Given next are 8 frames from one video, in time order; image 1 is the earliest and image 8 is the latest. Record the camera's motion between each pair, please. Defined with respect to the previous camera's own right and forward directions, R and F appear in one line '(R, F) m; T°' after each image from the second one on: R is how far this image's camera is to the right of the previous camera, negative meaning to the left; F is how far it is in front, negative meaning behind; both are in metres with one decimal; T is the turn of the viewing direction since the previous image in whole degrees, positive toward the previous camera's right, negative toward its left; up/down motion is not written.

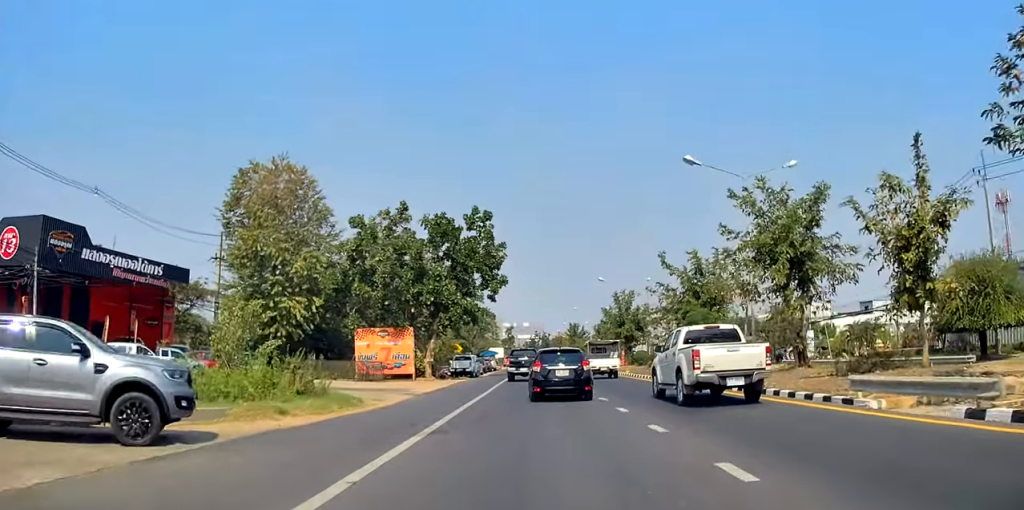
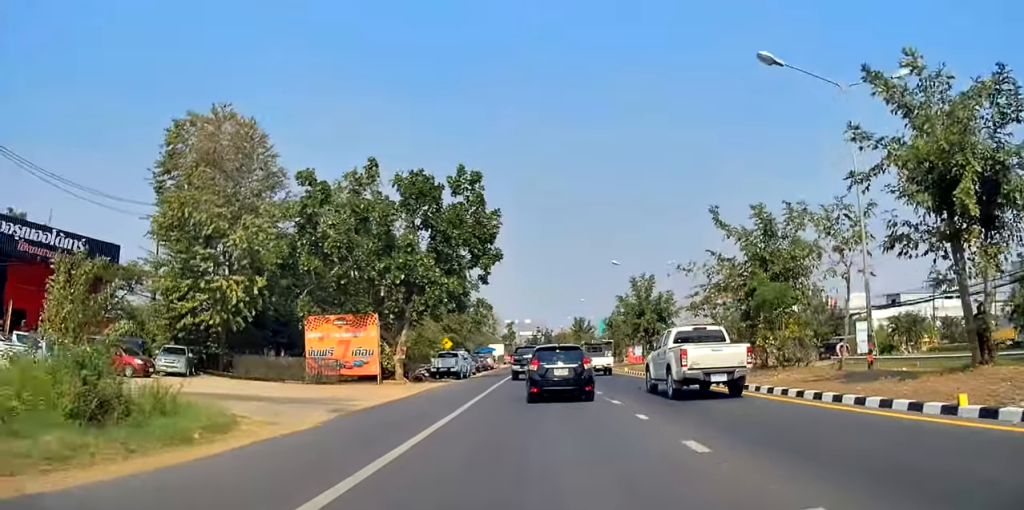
(-0.6, +10.2) m; +1°
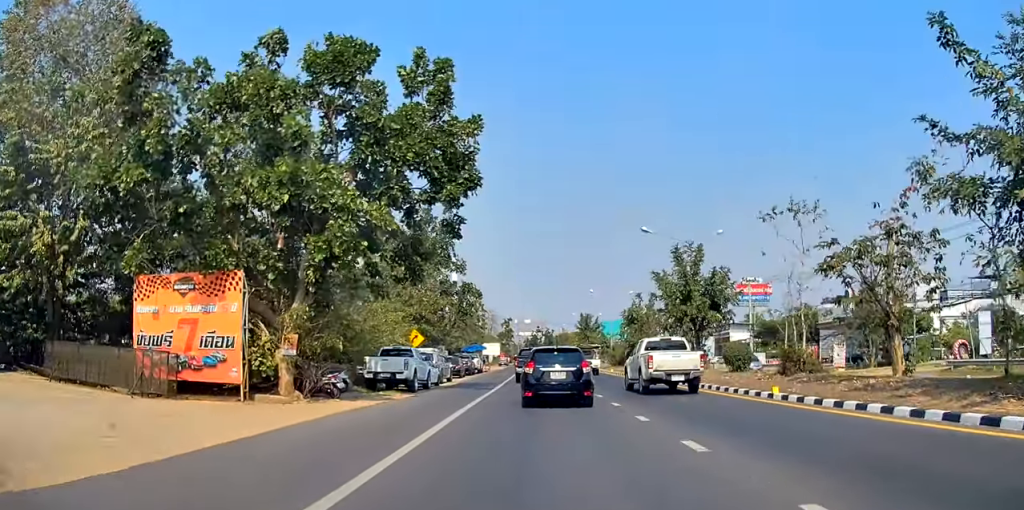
(+0.9, +16.5) m; +1°
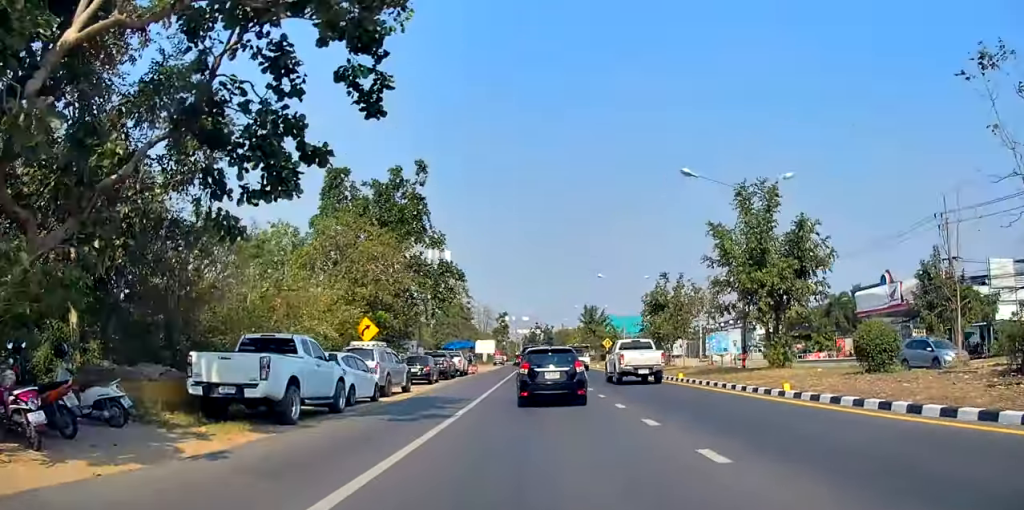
(-0.7, +13.8) m; -2°
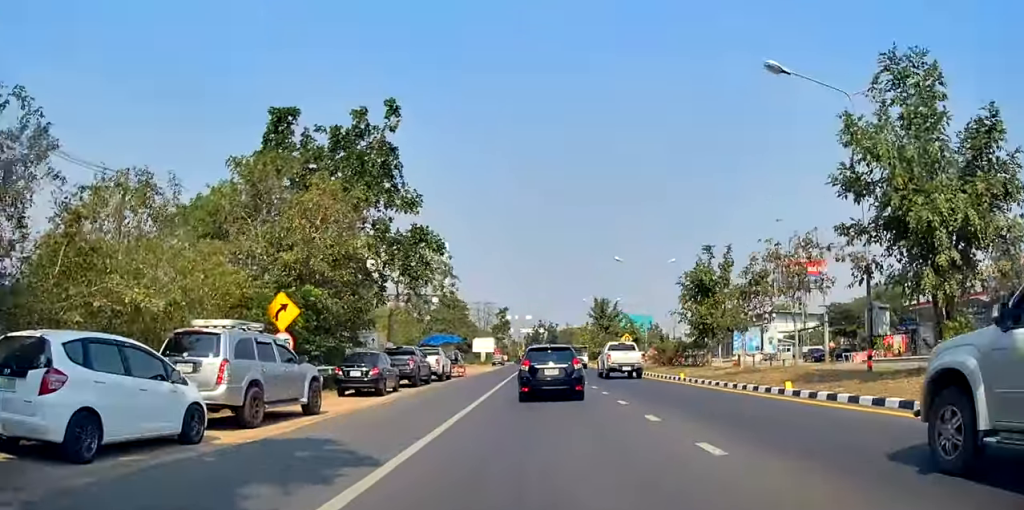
(+0.1, +11.5) m; +2°
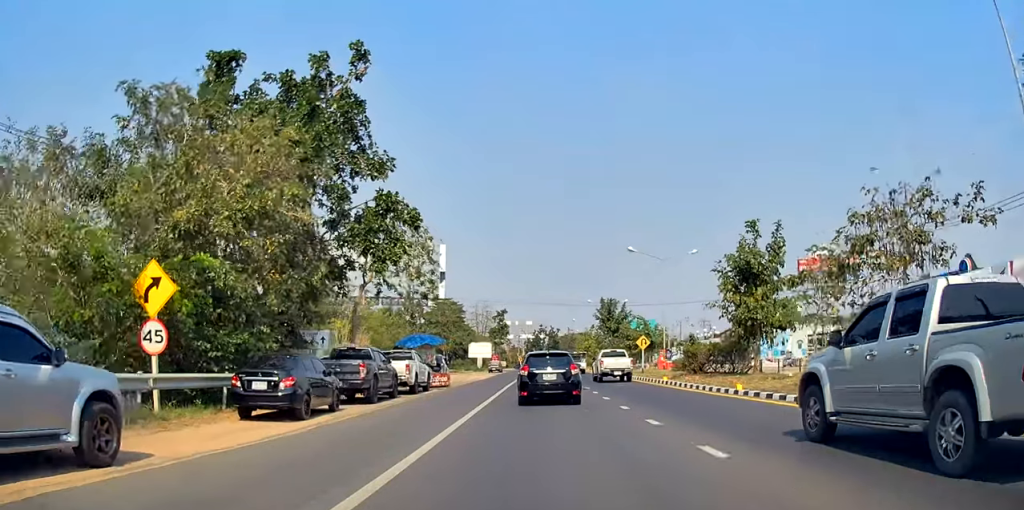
(+0.5, +8.2) m; 0°
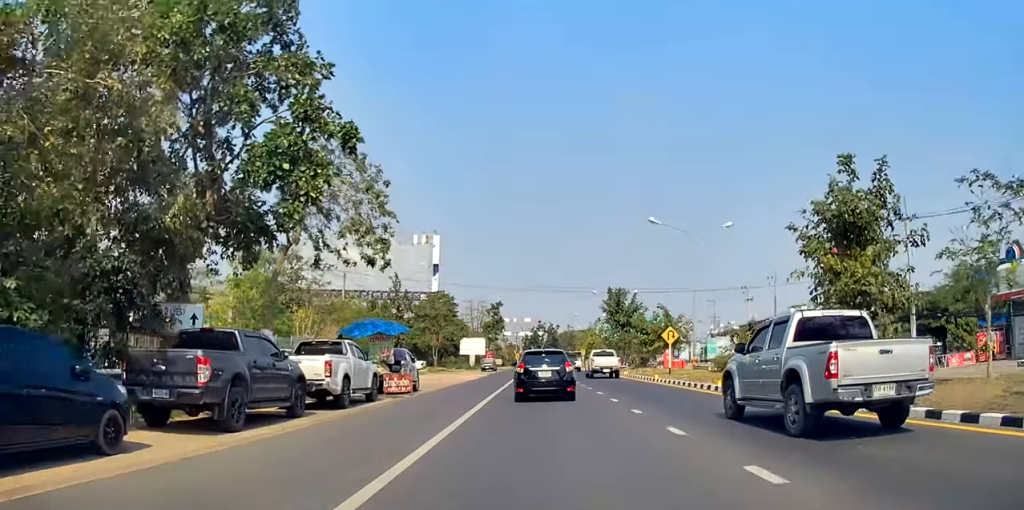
(-0.4, +9.8) m; -2°
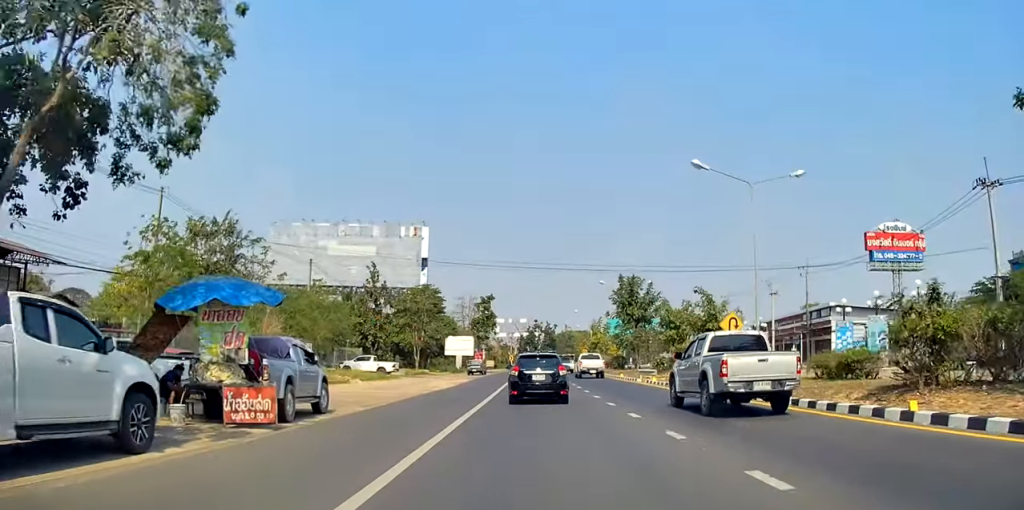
(-0.1, +11.9) m; 0°
